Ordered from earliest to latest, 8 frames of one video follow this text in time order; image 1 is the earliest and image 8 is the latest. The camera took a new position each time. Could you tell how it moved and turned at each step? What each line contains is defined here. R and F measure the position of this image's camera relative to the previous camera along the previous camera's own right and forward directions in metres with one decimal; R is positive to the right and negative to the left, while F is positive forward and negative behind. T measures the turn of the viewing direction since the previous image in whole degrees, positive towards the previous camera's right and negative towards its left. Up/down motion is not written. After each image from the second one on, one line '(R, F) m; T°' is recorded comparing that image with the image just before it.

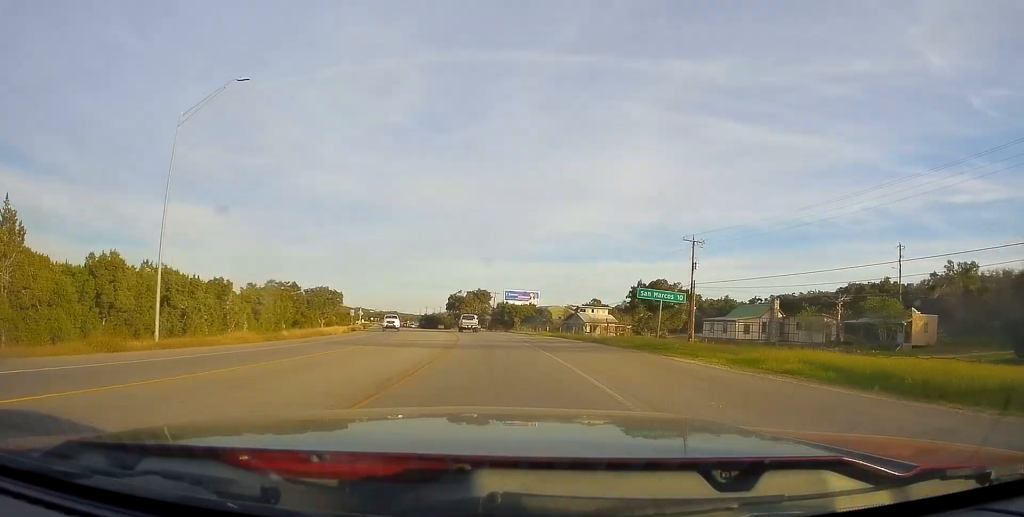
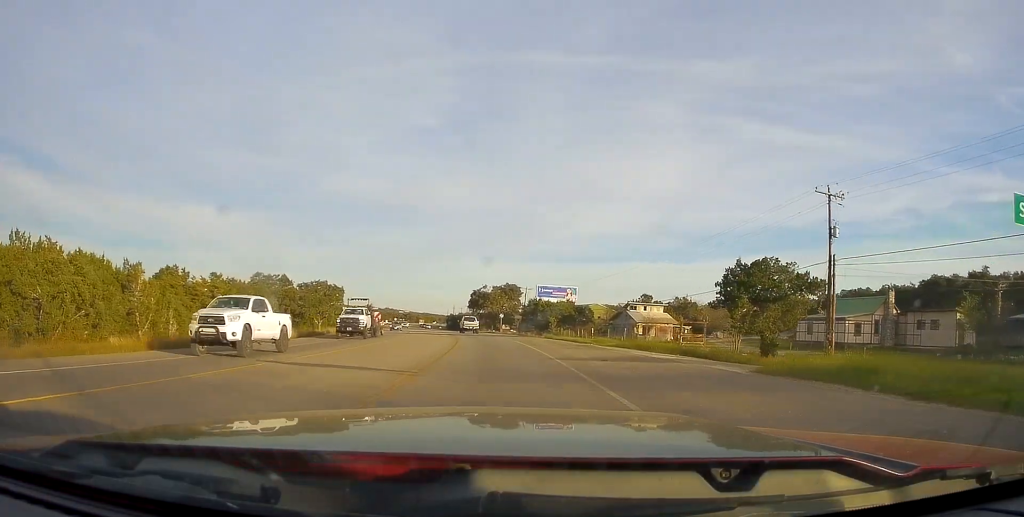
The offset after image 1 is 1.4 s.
(-0.6, +22.9) m; -3°
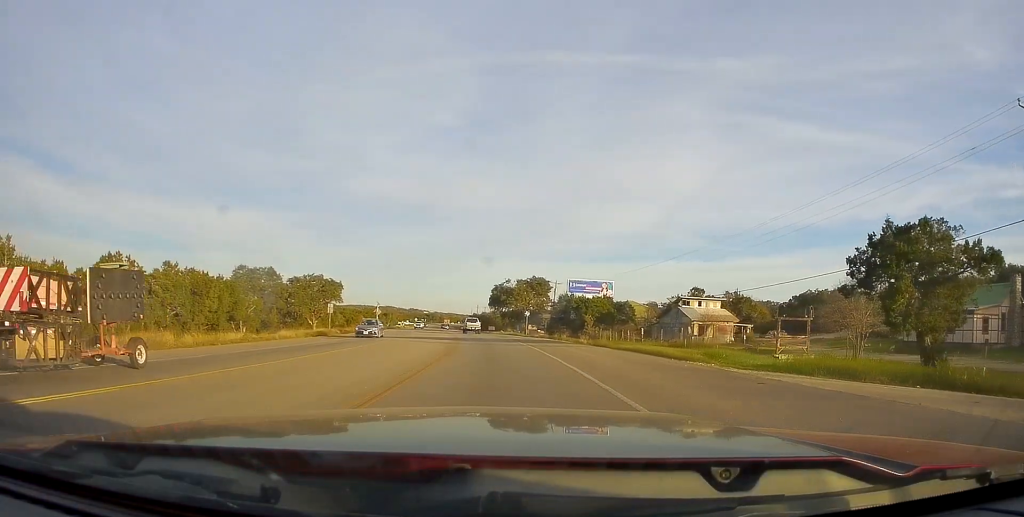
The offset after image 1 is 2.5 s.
(-0.3, +17.5) m; -3°
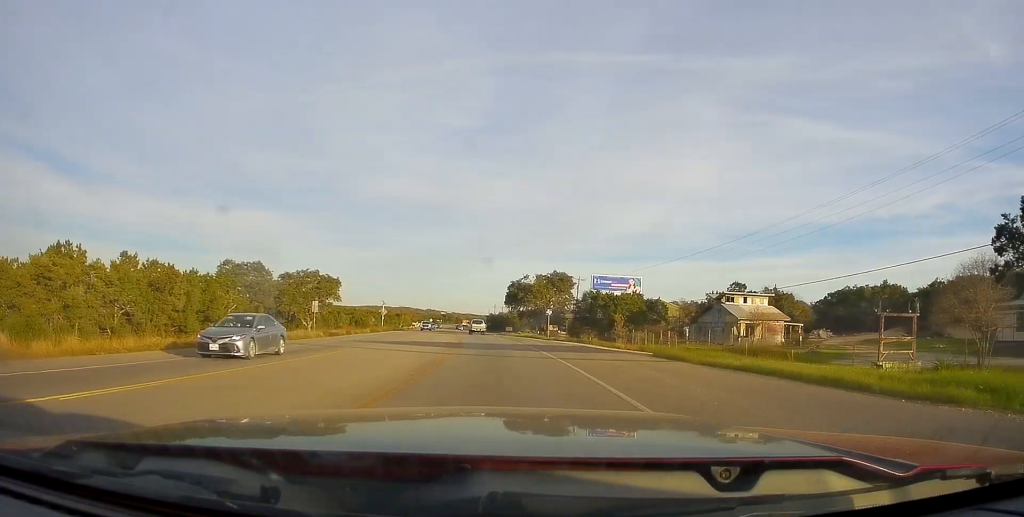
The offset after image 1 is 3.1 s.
(-0.4, +11.2) m; -2°
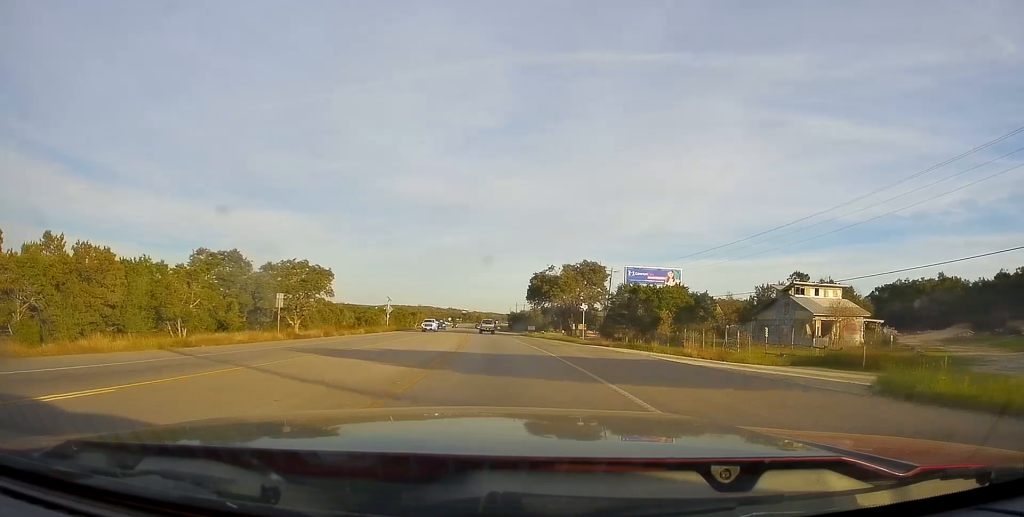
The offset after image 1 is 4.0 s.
(-0.2, +14.0) m; -2°
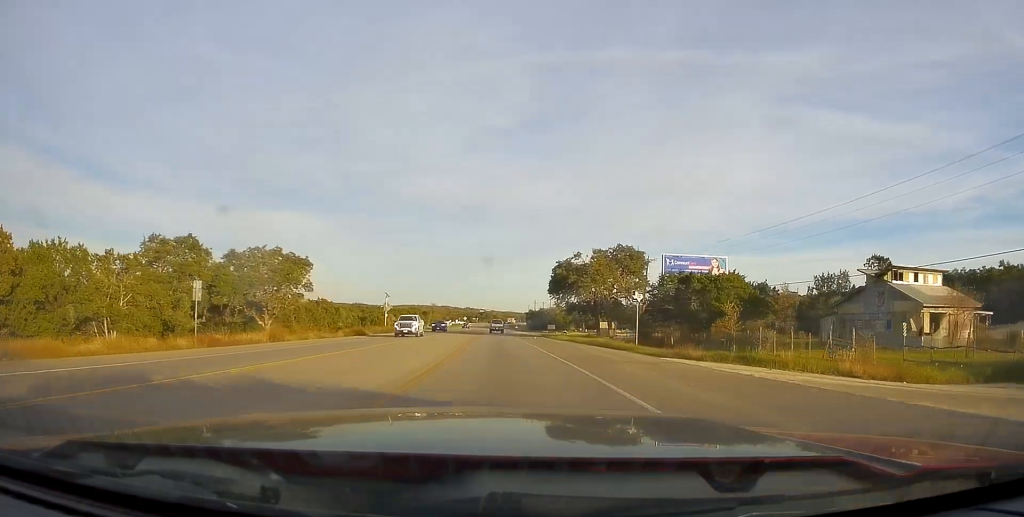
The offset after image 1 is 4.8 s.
(-0.2, +14.8) m; -2°
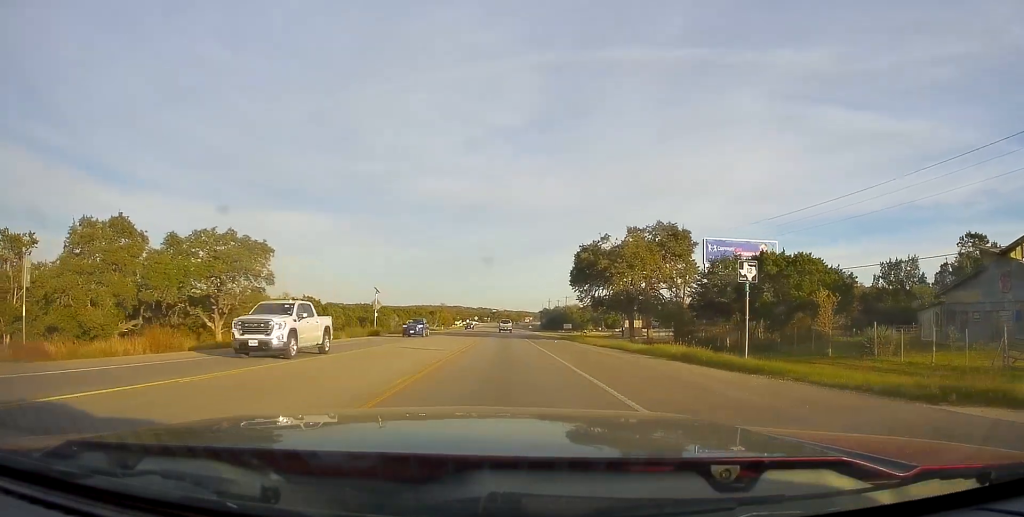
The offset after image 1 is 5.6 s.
(-0.2, +13.9) m; -1°
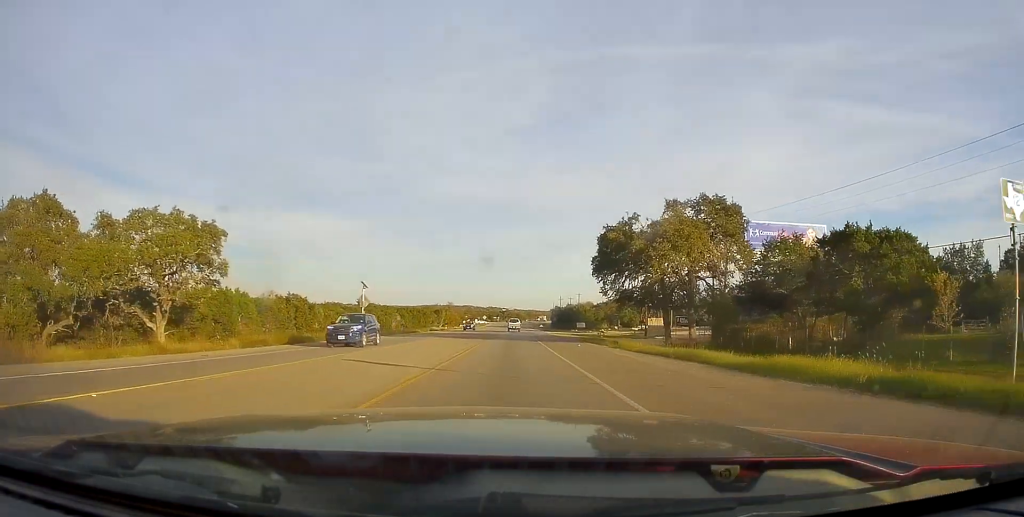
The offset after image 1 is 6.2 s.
(0.0, +10.6) m; -1°
